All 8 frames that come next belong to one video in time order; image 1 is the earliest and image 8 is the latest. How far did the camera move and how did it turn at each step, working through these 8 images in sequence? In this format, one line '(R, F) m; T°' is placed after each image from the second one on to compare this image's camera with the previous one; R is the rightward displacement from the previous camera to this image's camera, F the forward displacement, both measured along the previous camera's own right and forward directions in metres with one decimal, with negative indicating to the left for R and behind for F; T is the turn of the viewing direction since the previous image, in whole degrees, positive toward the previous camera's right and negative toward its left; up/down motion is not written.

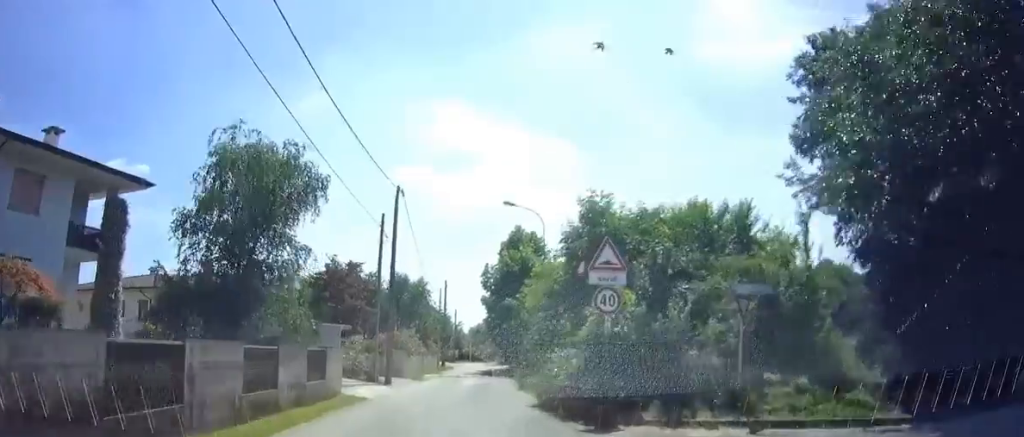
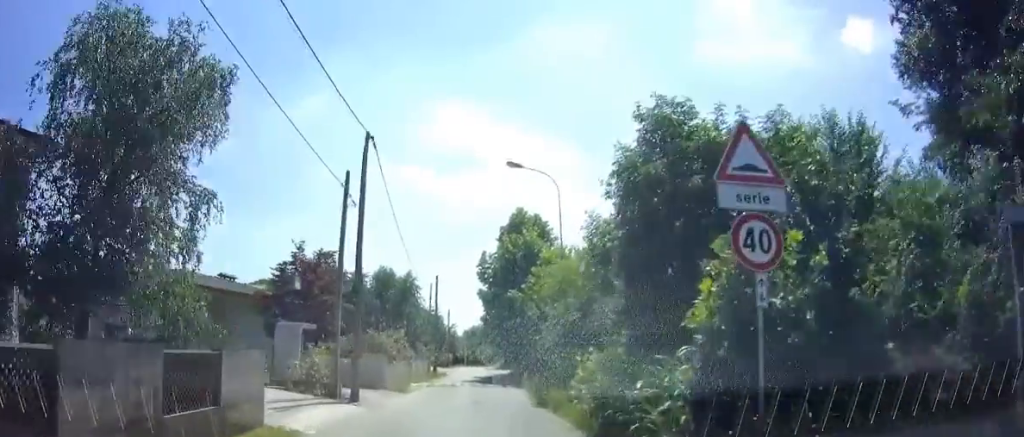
(0.0, +6.6) m; +1°
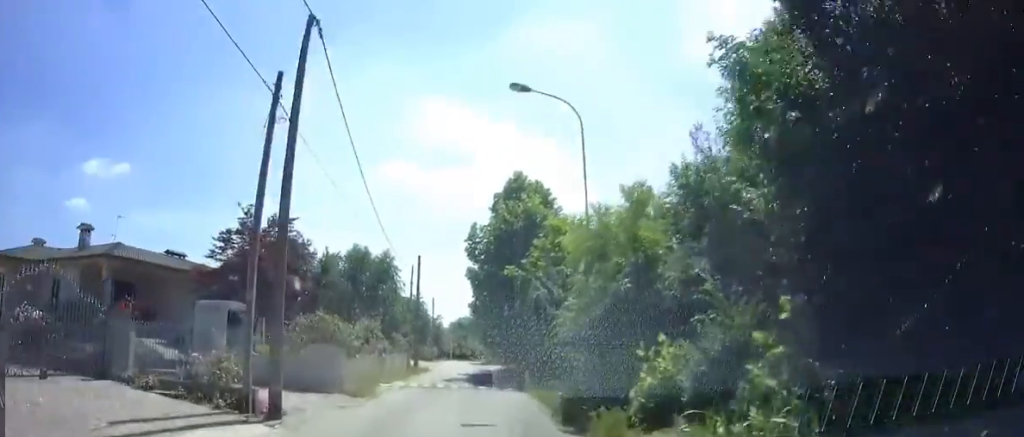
(+0.1, +6.2) m; +1°
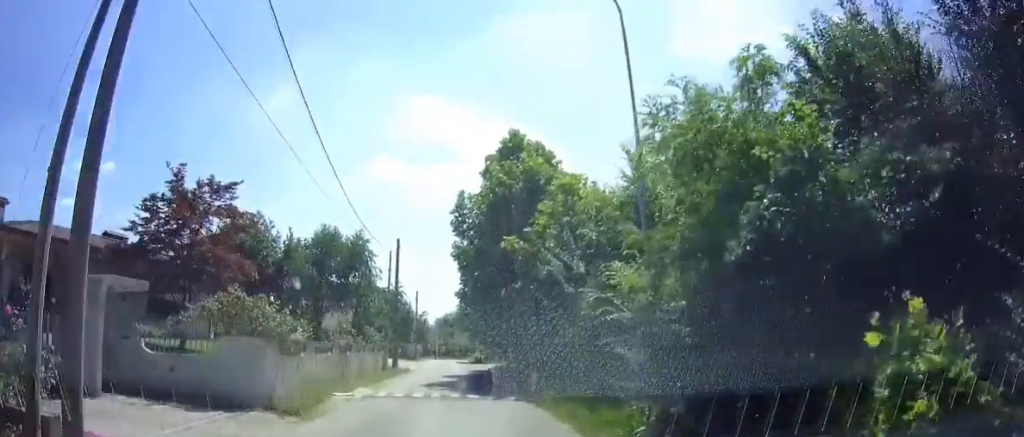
(+0.1, +5.8) m; +1°
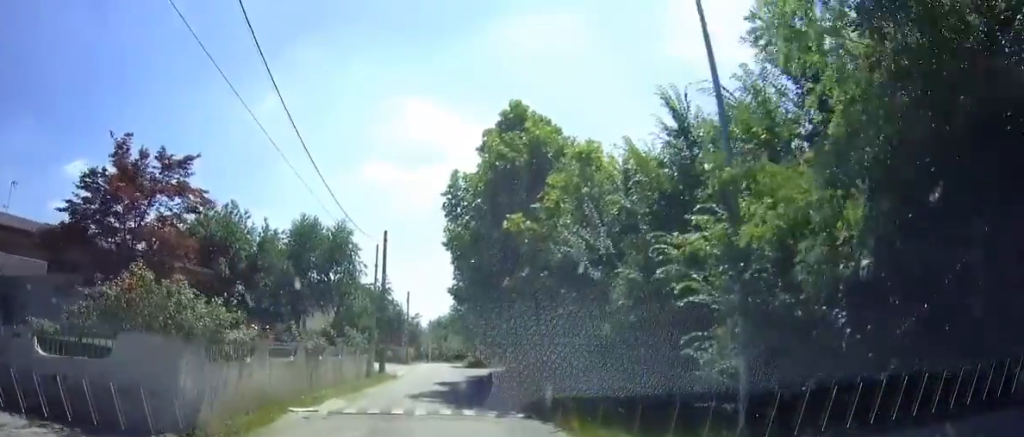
(0.0, +3.6) m; +1°
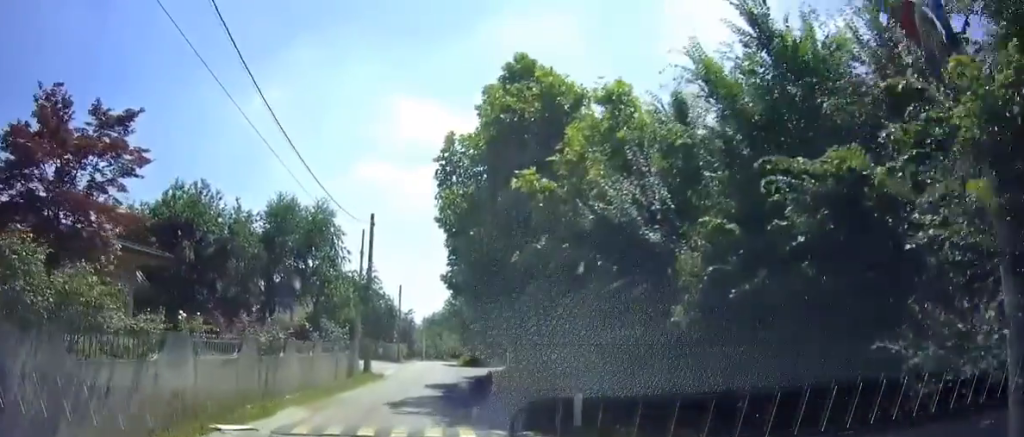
(0.0, +3.6) m; 0°
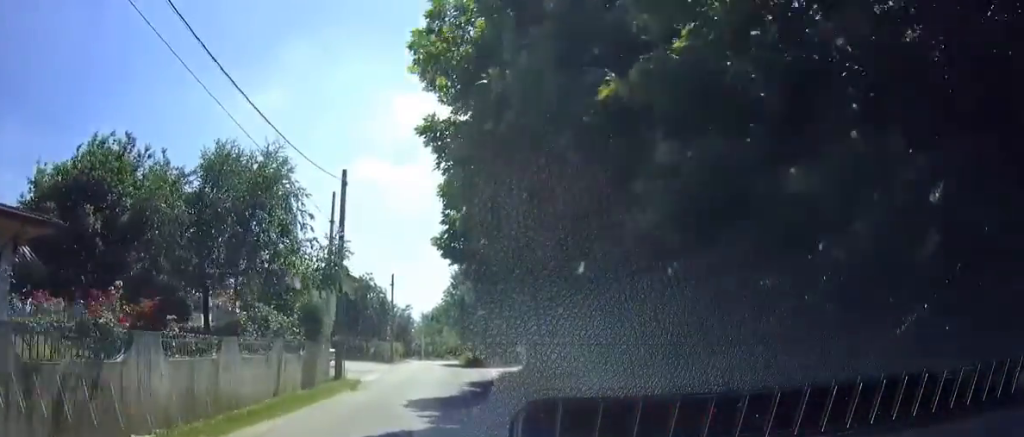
(0.0, +7.8) m; -1°
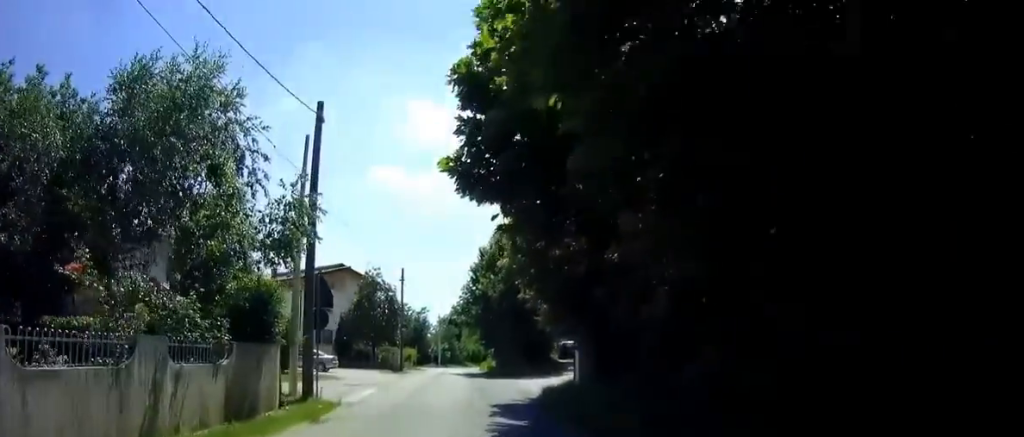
(-0.1, +7.4) m; +1°
